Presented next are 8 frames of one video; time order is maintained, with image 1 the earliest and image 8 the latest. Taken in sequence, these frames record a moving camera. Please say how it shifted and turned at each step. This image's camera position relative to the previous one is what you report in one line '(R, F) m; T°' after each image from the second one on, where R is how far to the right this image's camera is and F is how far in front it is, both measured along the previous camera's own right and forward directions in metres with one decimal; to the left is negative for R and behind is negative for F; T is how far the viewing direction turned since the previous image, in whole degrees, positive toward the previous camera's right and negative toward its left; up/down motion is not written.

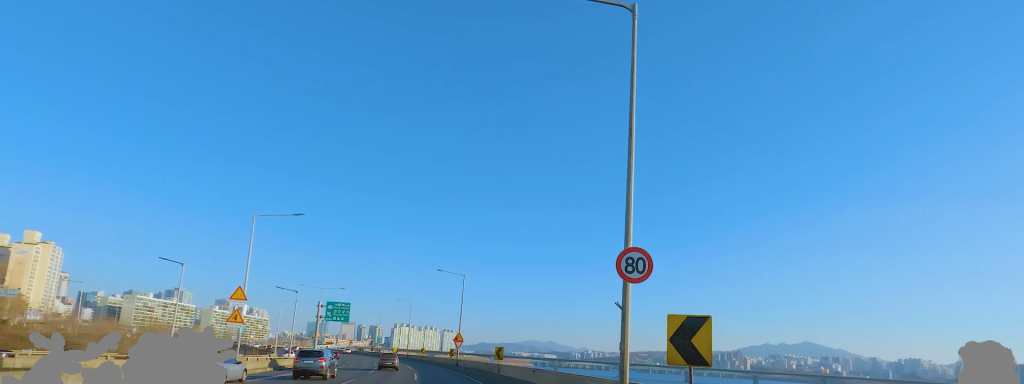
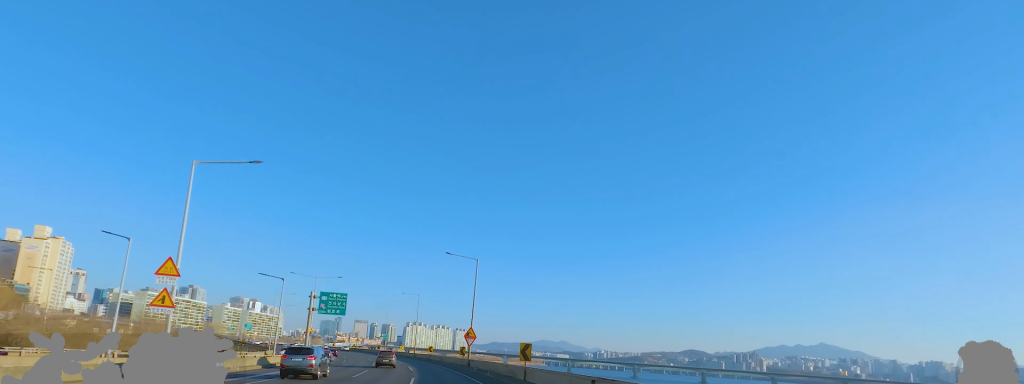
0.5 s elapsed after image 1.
(+0.2, +10.2) m; +1°
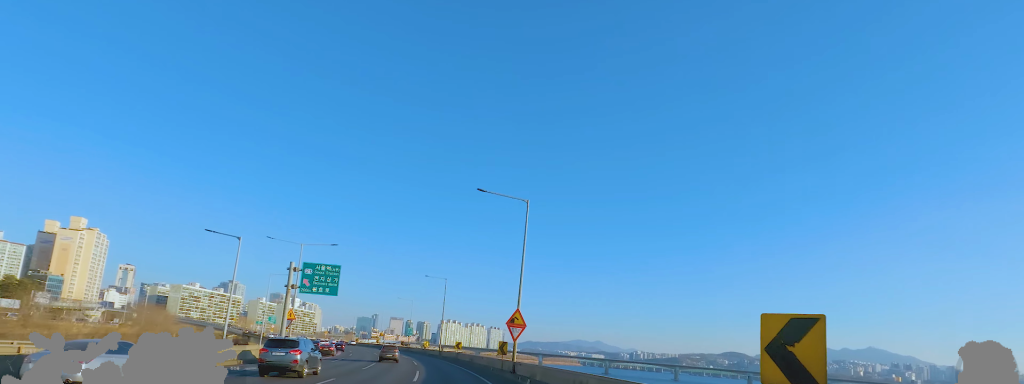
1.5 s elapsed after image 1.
(-0.1, +20.4) m; -3°
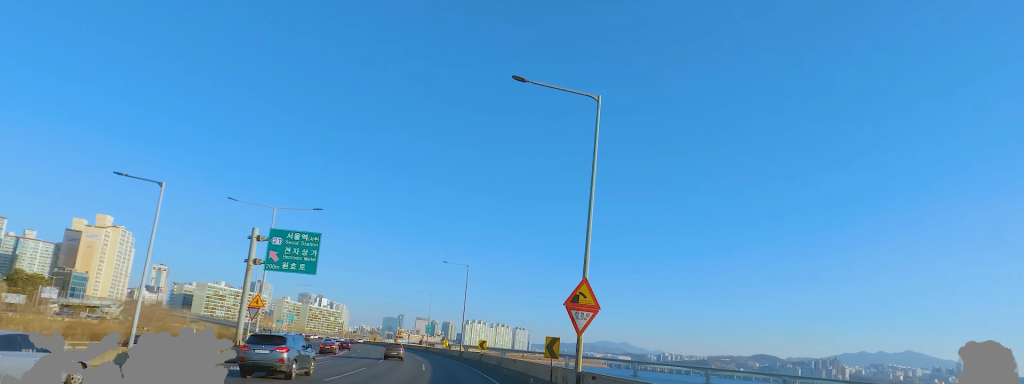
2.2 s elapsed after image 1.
(-0.5, +13.7) m; -4°
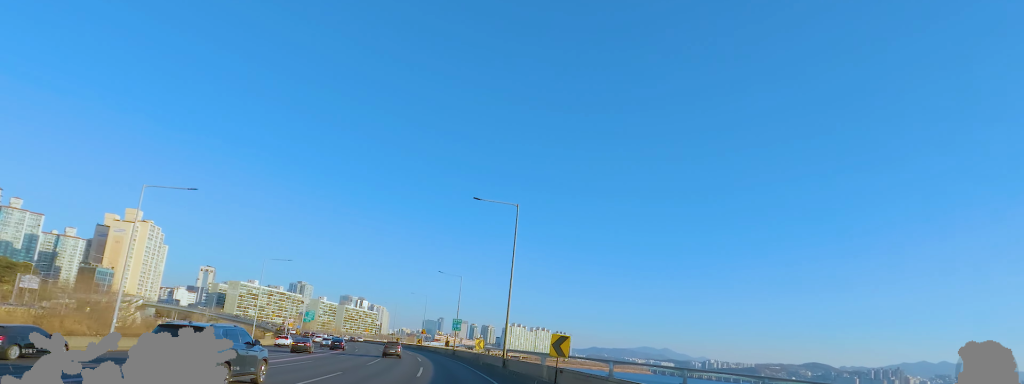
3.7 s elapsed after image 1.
(-1.8, +33.2) m; -6°
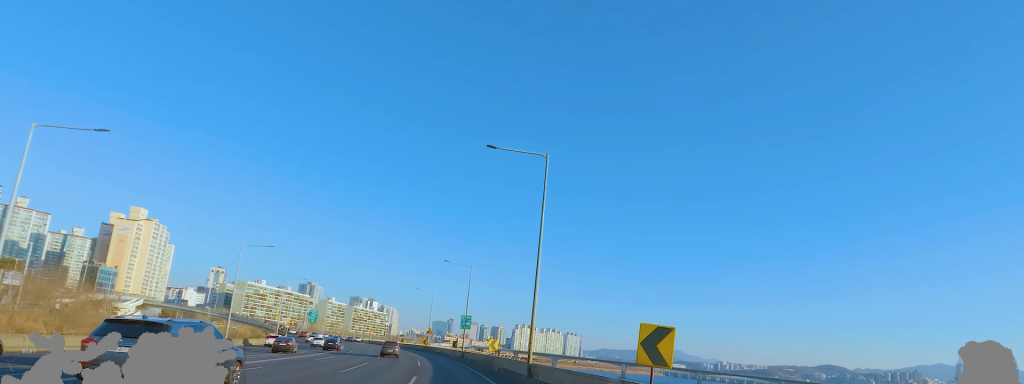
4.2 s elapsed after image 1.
(+0.2, +11.6) m; -3°
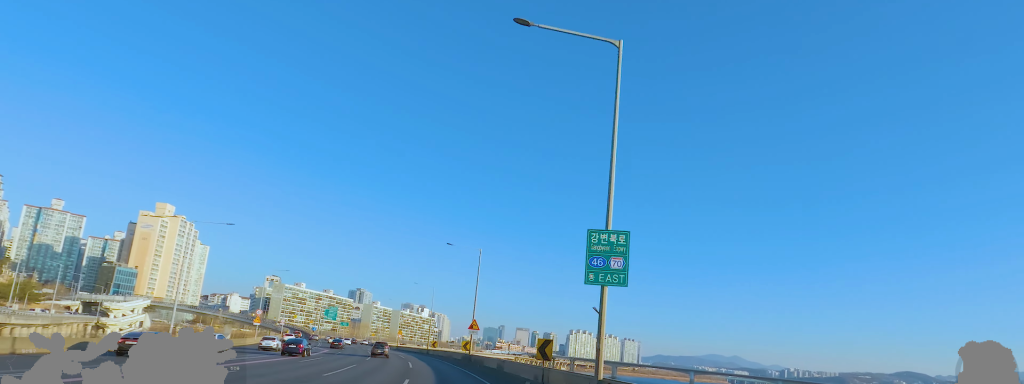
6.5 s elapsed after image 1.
(-4.2, +56.9) m; -5°
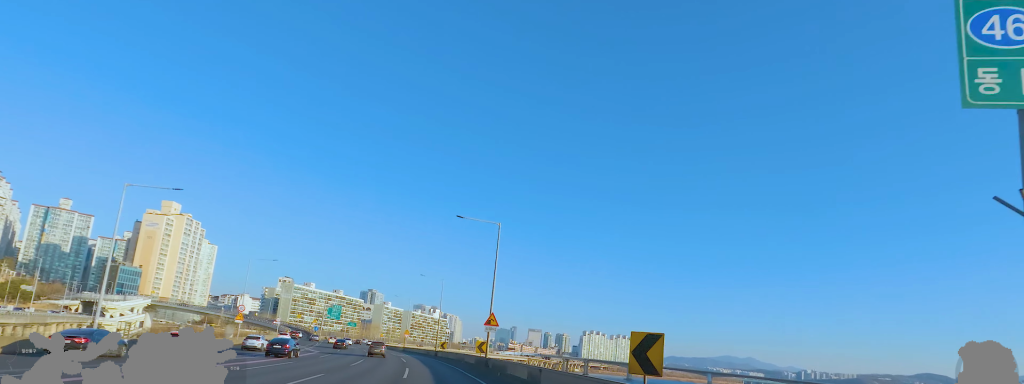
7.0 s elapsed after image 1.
(0.0, +14.1) m; -2°
